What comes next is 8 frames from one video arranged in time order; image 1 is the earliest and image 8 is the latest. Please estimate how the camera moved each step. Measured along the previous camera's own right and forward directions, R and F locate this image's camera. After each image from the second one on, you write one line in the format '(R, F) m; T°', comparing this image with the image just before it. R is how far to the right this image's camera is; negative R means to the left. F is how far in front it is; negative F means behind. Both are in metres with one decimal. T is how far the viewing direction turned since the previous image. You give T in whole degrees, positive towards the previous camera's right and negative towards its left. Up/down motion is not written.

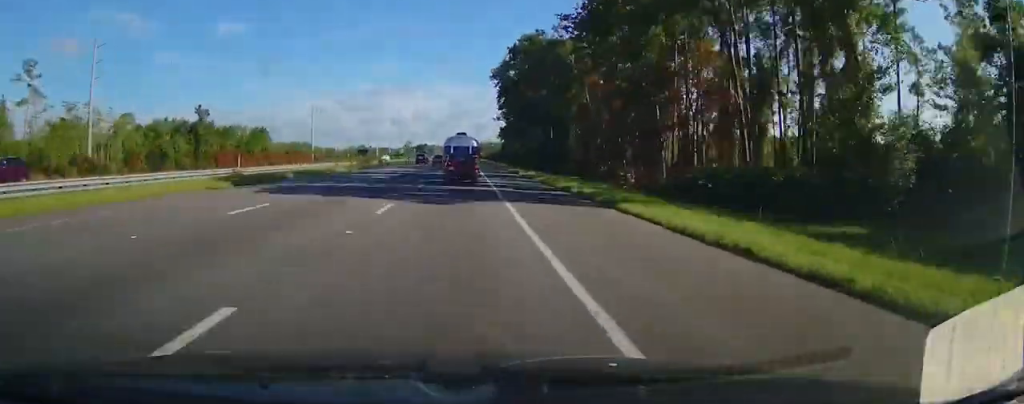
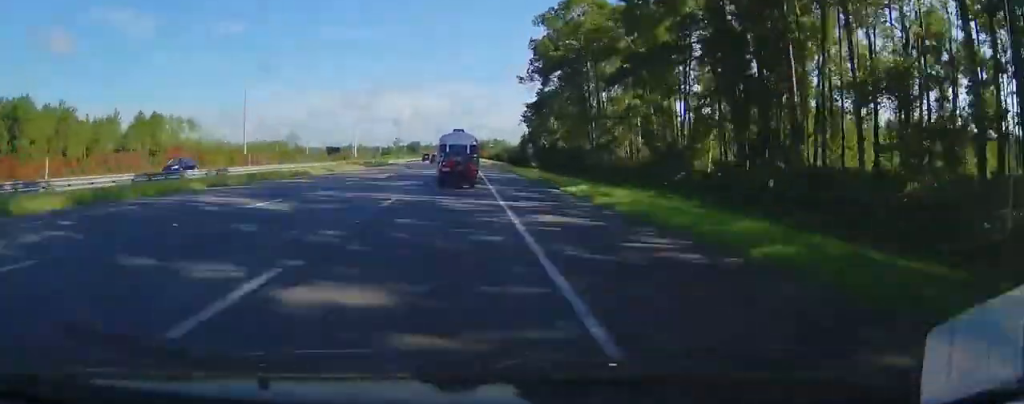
(-0.9, +87.6) m; -1°
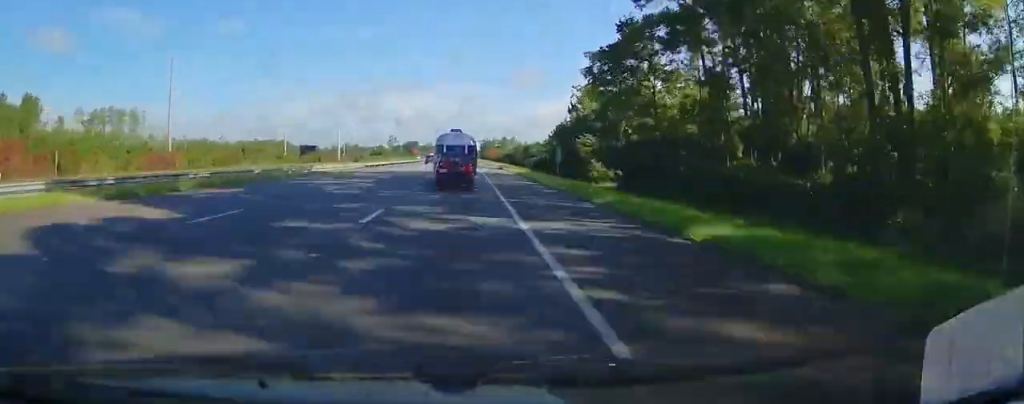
(-0.1, +56.7) m; 0°
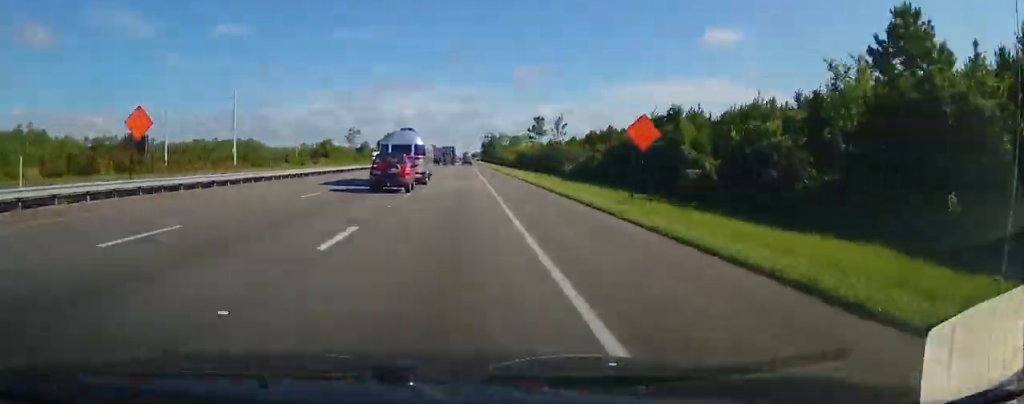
(-0.6, +145.4) m; 0°
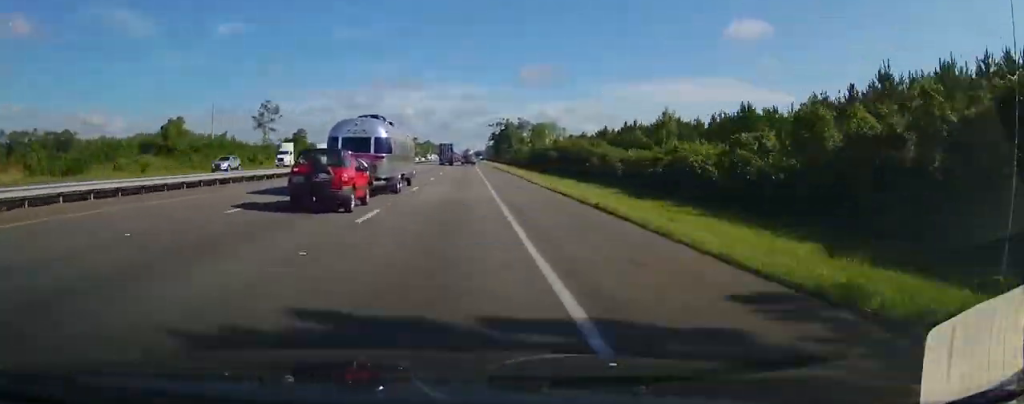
(+0.6, +129.8) m; 0°
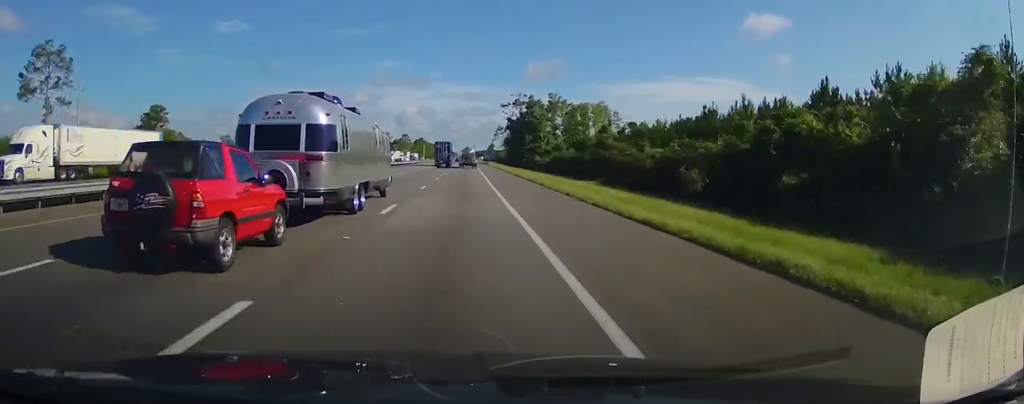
(0.0, +95.1) m; 0°
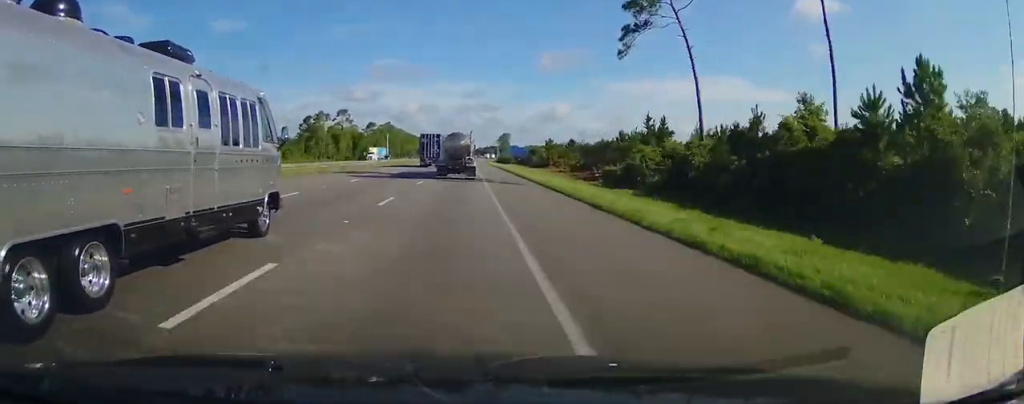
(+2.2, +232.7) m; +1°
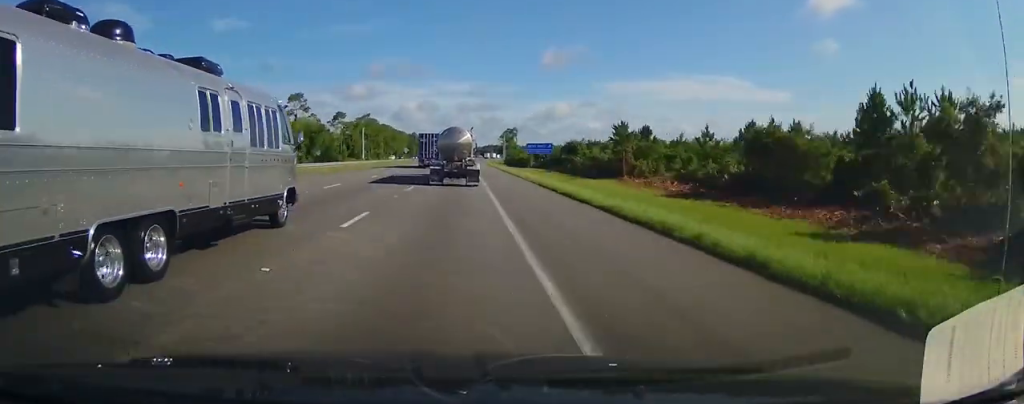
(-0.4, +64.0) m; +1°
